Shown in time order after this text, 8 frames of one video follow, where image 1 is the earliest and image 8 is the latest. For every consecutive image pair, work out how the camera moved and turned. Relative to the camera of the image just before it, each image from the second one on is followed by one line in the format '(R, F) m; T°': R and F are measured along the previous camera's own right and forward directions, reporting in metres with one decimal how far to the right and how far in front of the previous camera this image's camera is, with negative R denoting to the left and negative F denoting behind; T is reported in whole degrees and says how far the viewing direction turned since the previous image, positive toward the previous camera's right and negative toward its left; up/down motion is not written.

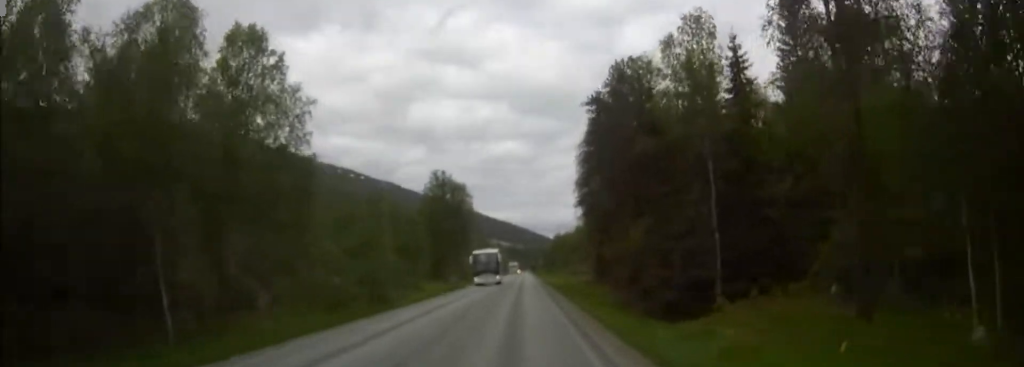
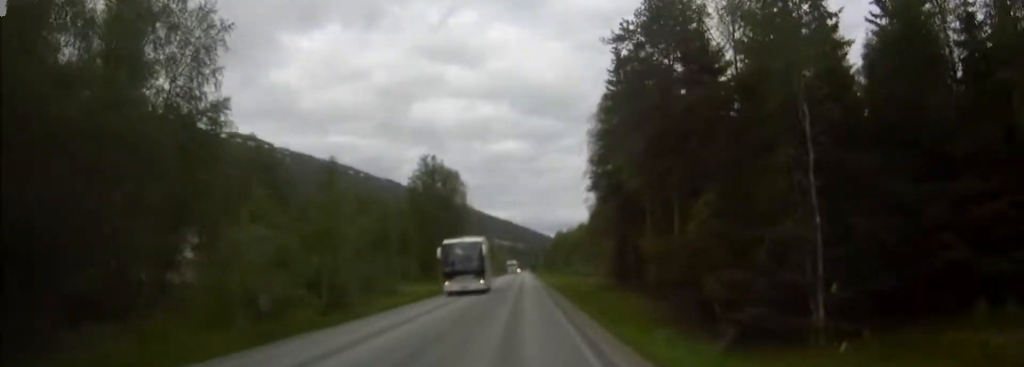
(0.0, +12.3) m; 0°
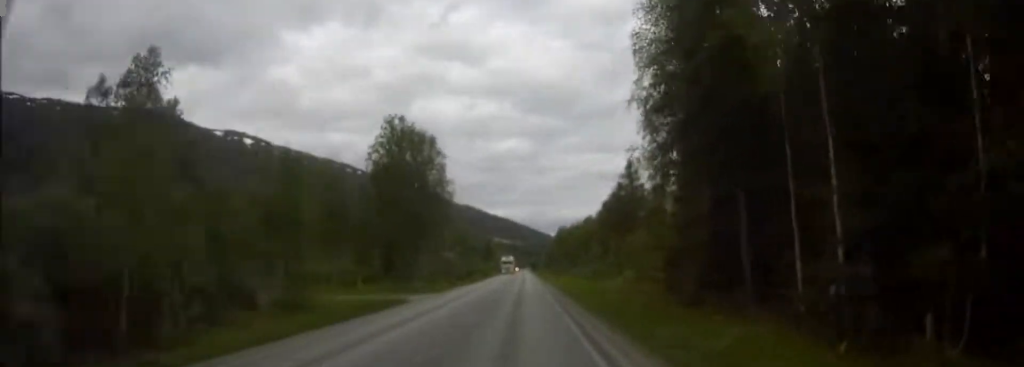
(-0.2, +24.5) m; 0°
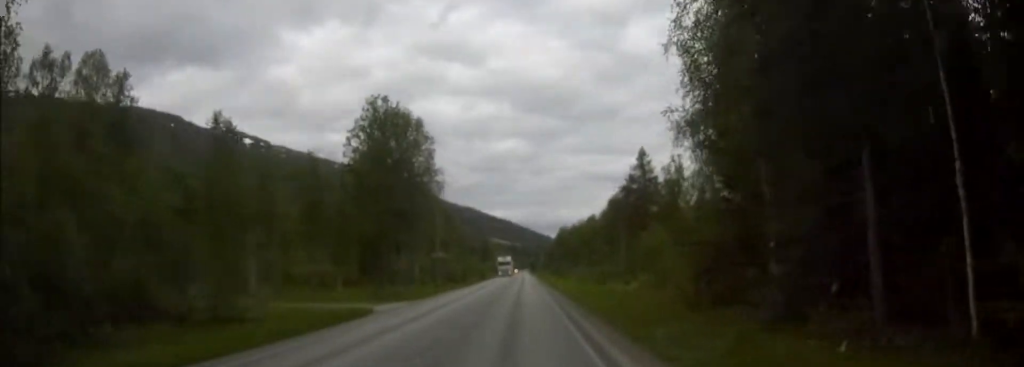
(0.0, +8.9) m; 0°
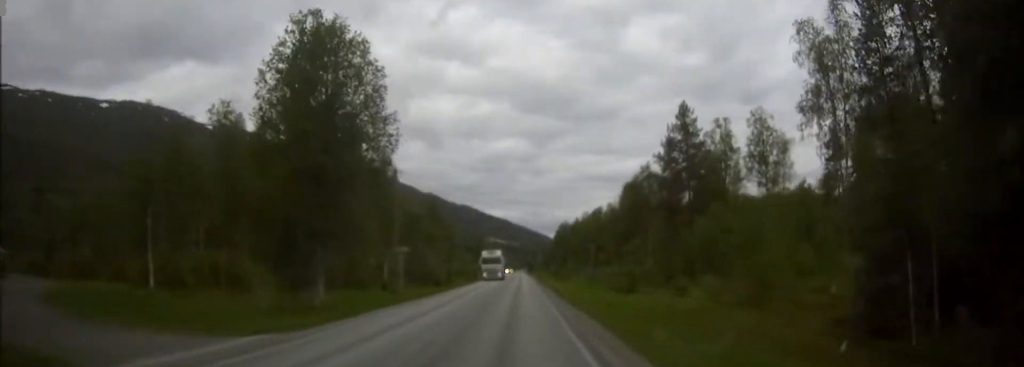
(0.0, +21.1) m; 0°
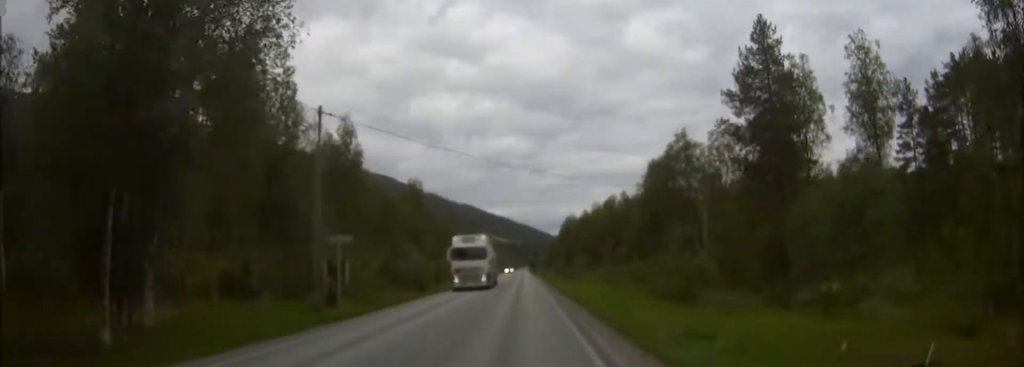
(0.0, +18.9) m; 0°
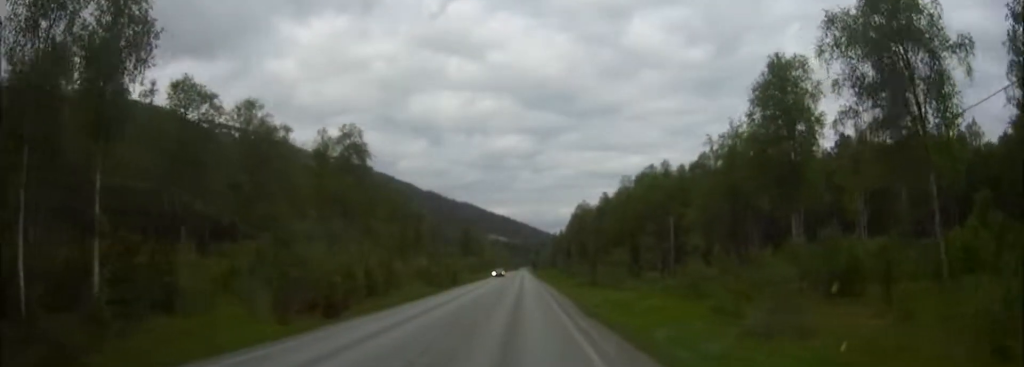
(0.0, +39.6) m; 0°
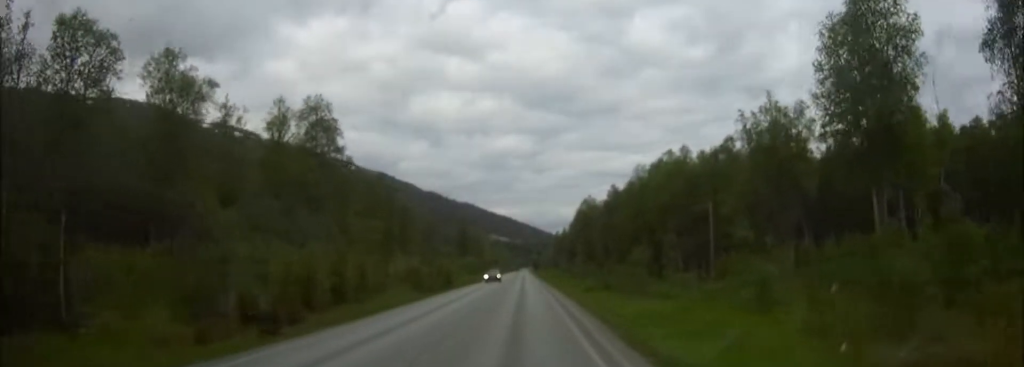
(0.0, +11.4) m; 0°
